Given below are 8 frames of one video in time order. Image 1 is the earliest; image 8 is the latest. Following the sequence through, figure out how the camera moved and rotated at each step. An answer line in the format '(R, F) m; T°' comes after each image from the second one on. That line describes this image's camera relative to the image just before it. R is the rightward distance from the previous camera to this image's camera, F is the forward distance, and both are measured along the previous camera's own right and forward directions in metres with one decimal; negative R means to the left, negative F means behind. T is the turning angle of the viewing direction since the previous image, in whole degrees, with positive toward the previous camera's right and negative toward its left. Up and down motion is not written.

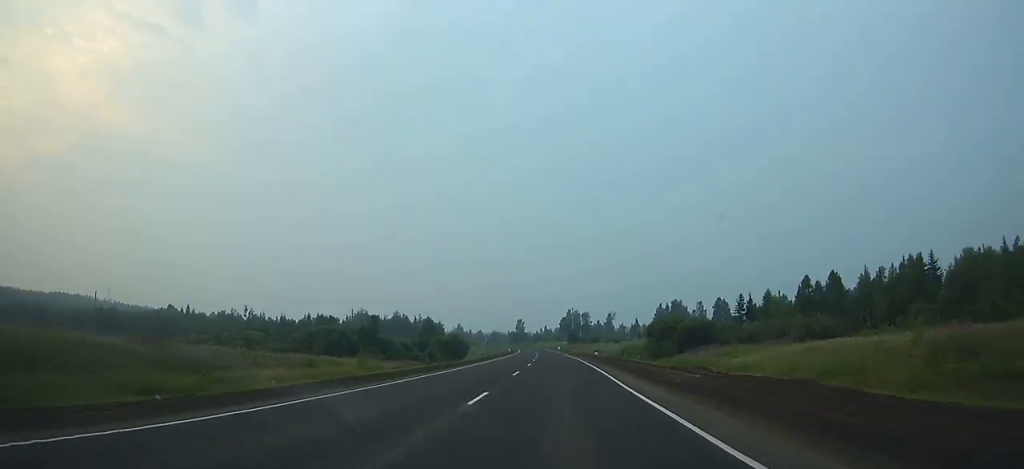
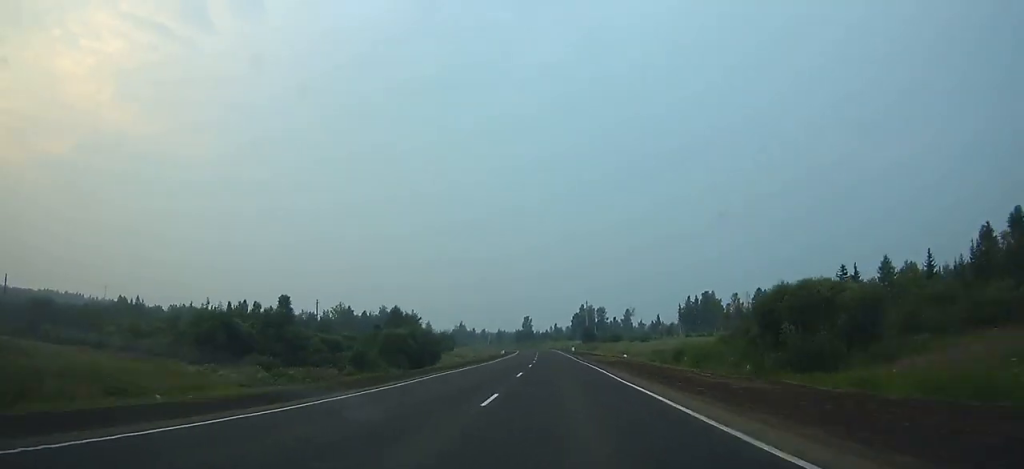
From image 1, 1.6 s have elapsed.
(0.0, +49.0) m; -1°
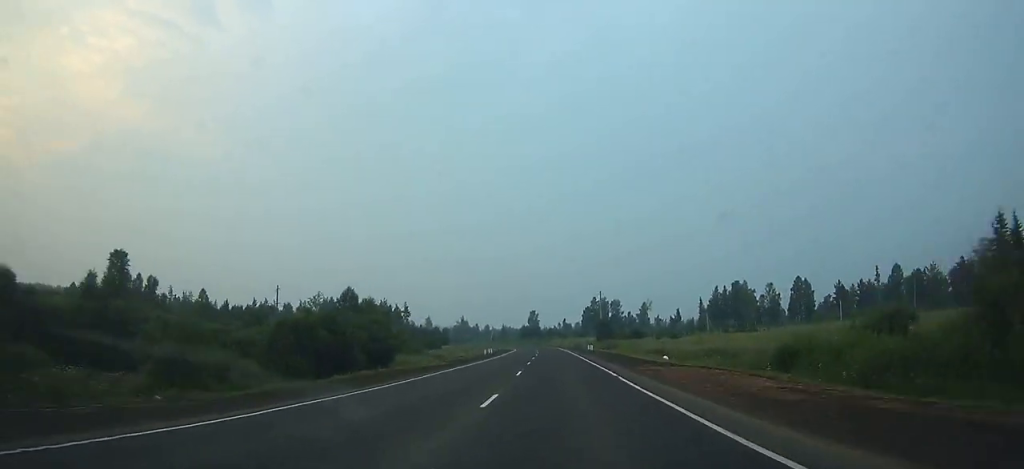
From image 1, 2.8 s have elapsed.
(-0.3, +36.4) m; -1°
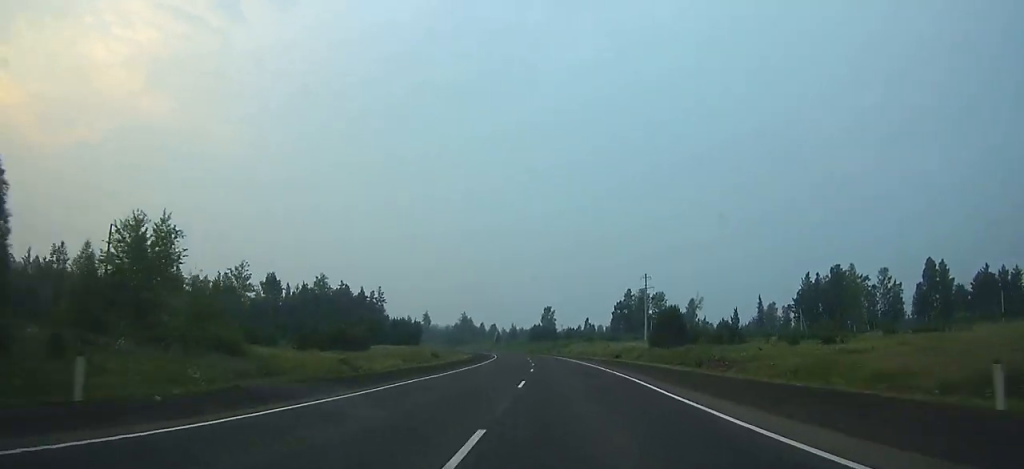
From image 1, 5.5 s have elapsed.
(-1.2, +80.2) m; -3°
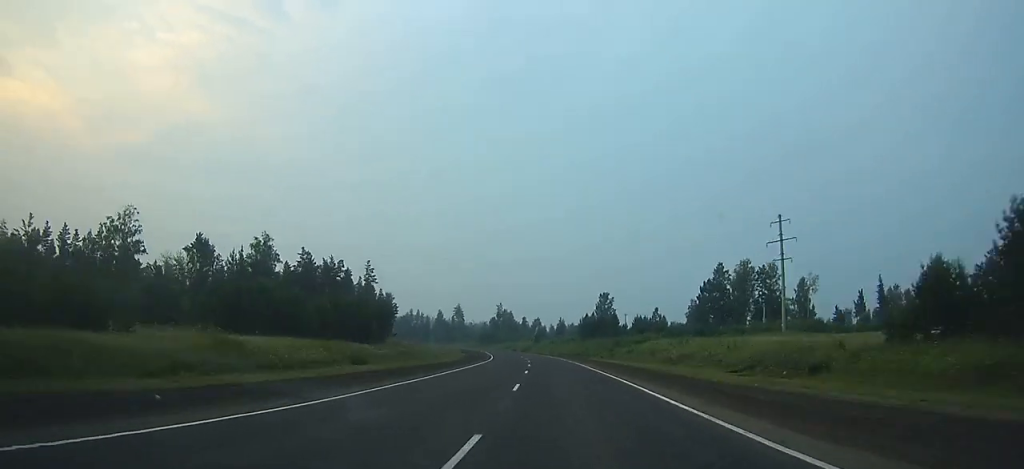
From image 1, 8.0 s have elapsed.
(-1.6, +71.3) m; -4°
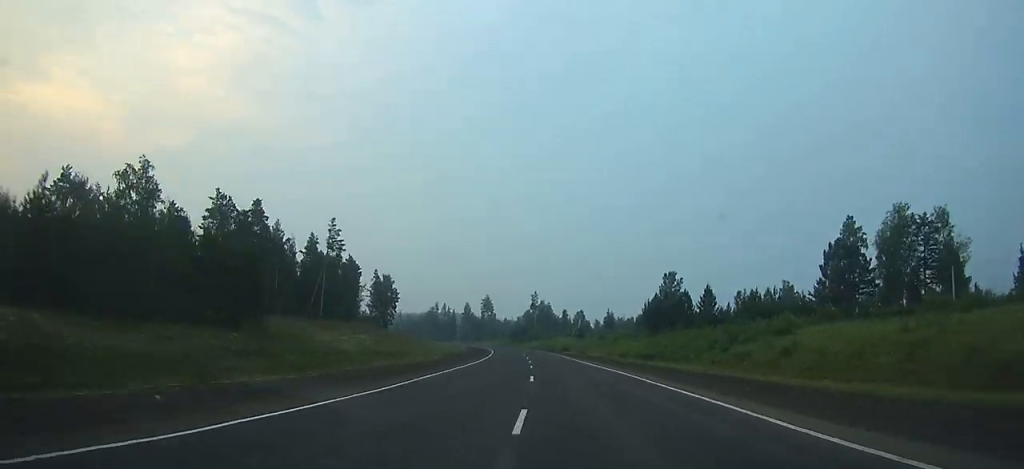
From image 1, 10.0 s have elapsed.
(-1.7, +55.1) m; -4°
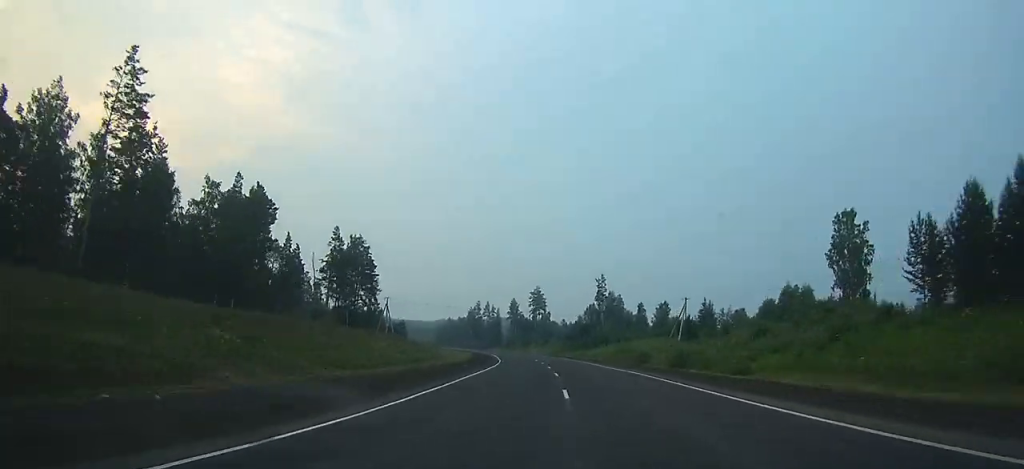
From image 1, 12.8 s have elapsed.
(-4.2, +74.9) m; -6°
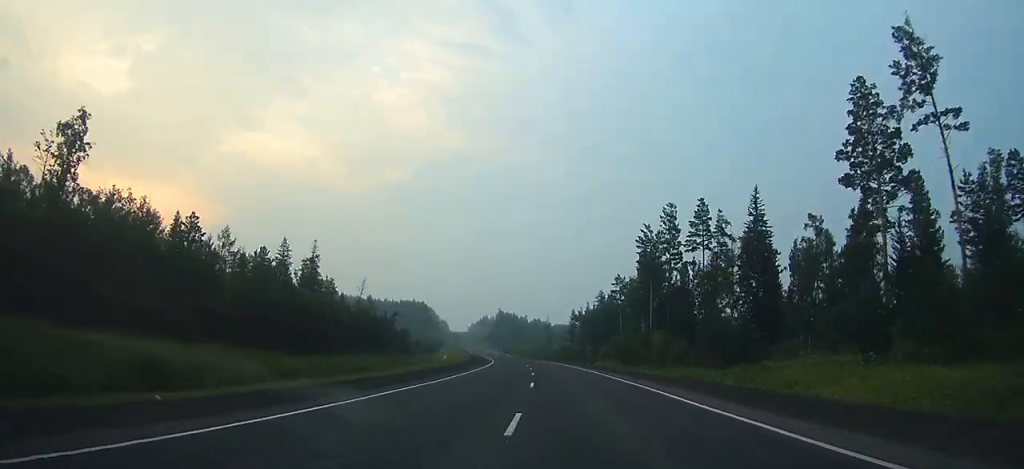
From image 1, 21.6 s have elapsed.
(-35.1, +236.5) m; -18°
